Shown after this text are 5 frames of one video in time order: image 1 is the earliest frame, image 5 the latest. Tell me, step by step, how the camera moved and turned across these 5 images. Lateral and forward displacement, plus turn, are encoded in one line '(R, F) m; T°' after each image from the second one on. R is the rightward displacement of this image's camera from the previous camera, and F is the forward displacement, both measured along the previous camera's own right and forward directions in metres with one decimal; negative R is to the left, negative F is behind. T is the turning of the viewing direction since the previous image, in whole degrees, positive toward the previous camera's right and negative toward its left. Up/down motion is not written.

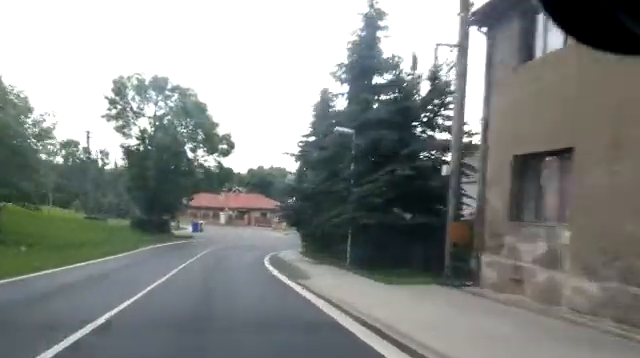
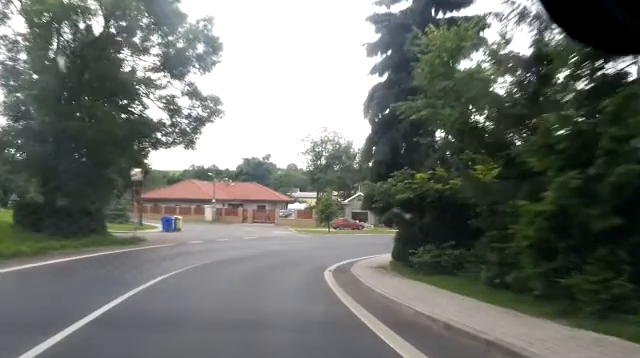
(+1.5, +22.9) m; +6°
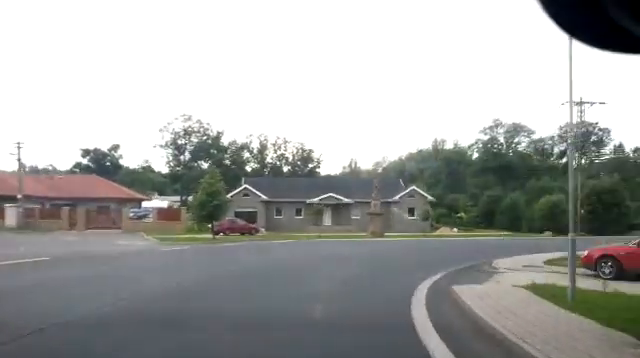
(+0.4, +20.1) m; +1°
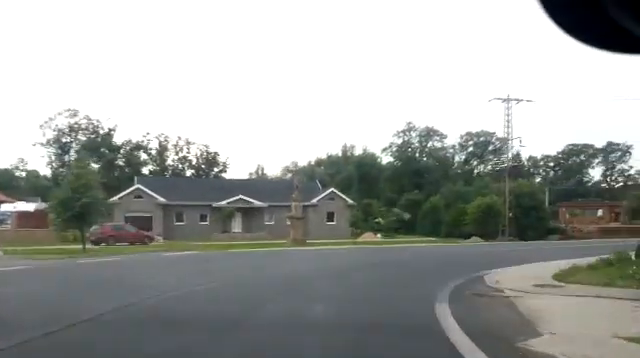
(0.0, +6.4) m; +8°
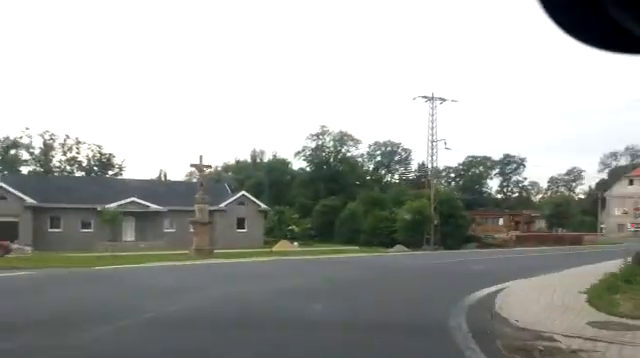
(-0.8, +5.4) m; +9°
